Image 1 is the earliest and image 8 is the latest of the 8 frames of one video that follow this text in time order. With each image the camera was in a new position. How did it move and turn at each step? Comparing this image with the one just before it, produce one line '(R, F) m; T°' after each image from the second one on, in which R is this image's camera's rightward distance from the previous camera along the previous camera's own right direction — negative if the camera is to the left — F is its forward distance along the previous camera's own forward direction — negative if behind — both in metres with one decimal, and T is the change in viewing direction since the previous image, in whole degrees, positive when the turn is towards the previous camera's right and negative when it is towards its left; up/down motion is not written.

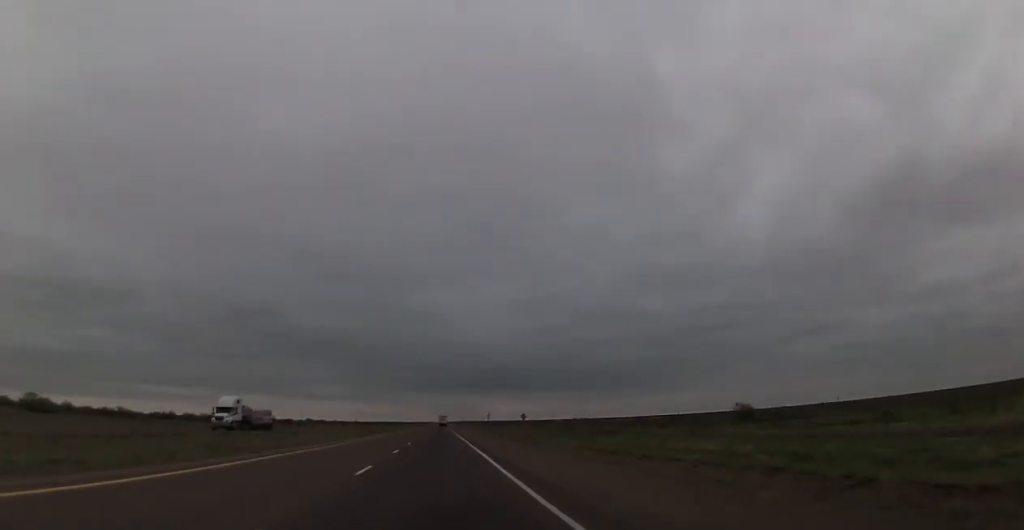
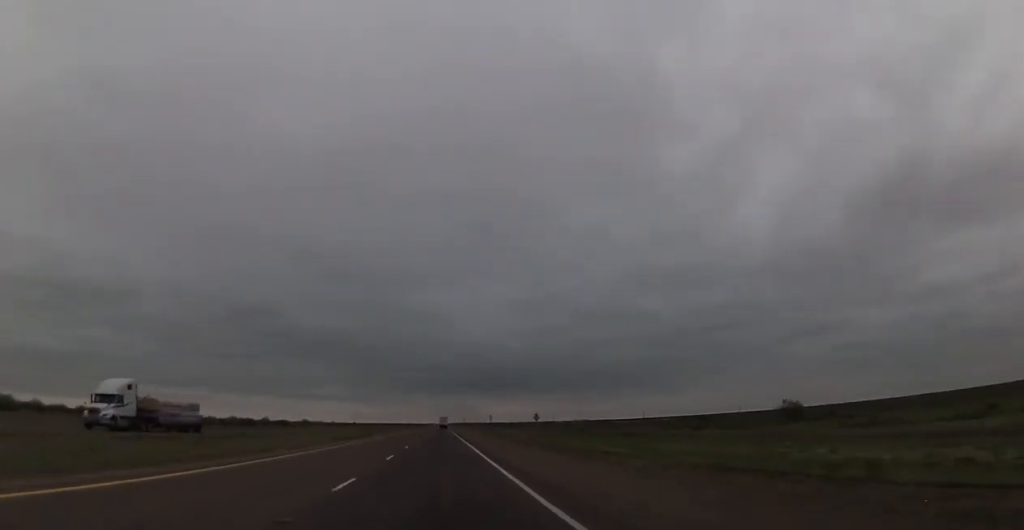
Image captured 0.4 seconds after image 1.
(0.0, +16.0) m; 0°
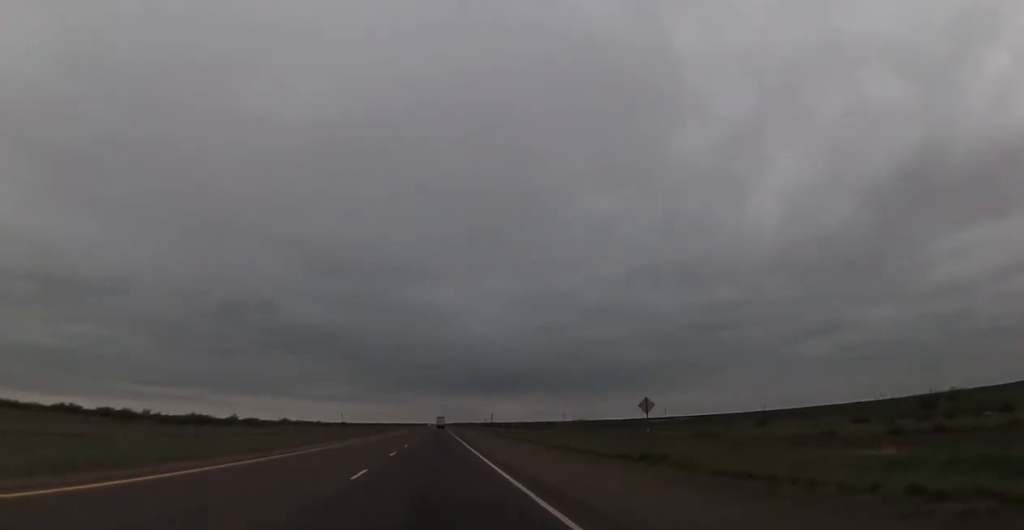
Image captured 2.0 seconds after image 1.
(0.0, +57.6) m; 0°
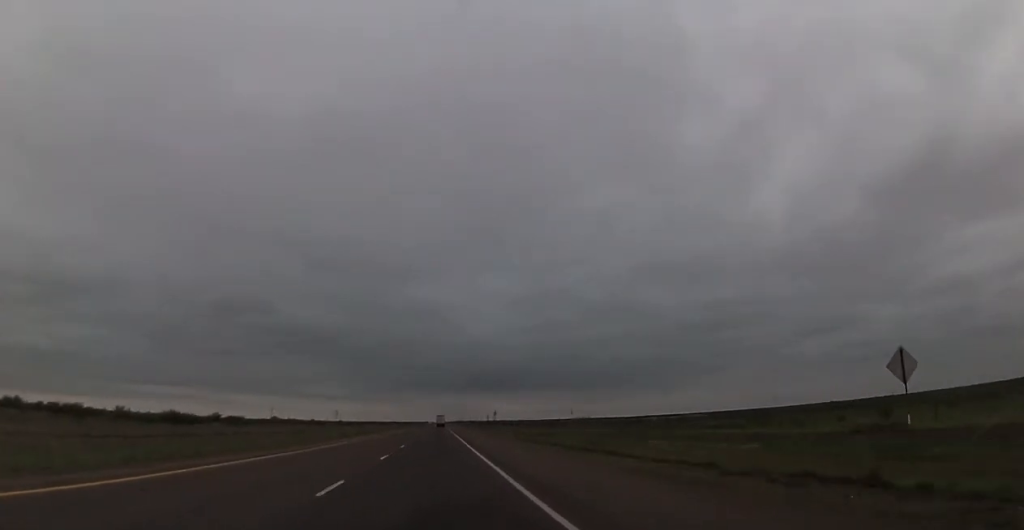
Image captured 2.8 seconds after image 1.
(0.0, +28.2) m; 0°
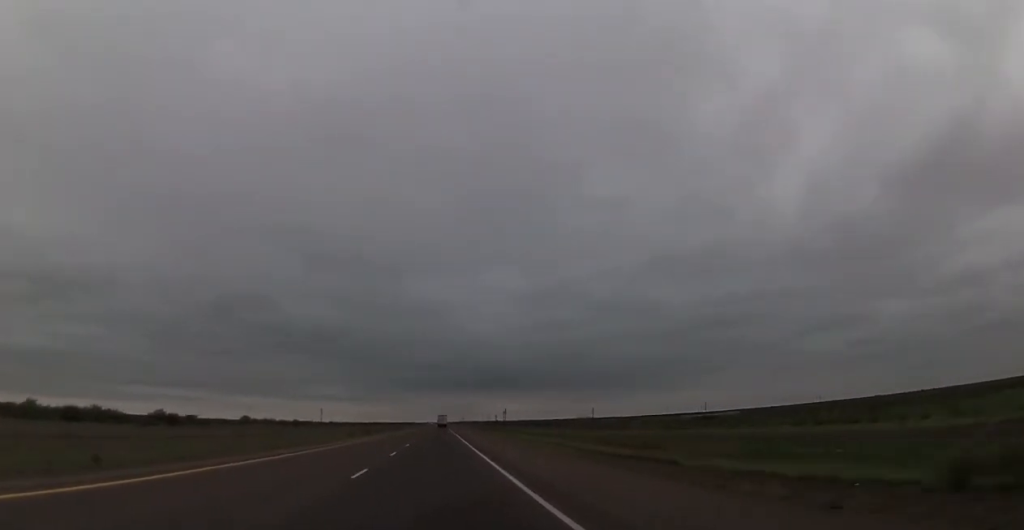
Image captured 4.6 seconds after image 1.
(+0.2, +68.6) m; 0°
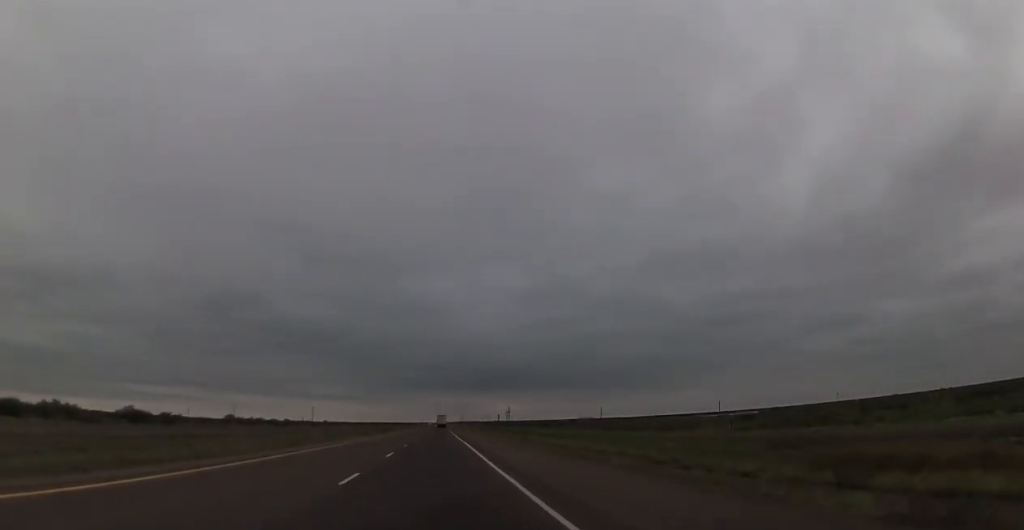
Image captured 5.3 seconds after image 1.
(-0.1, +25.7) m; 0°
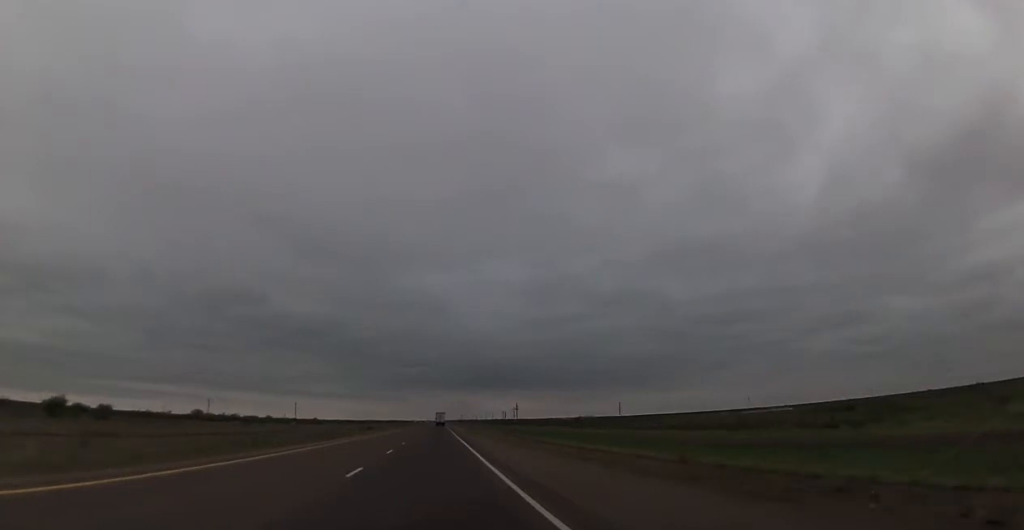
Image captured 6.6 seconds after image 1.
(+0.2, +46.5) m; 0°
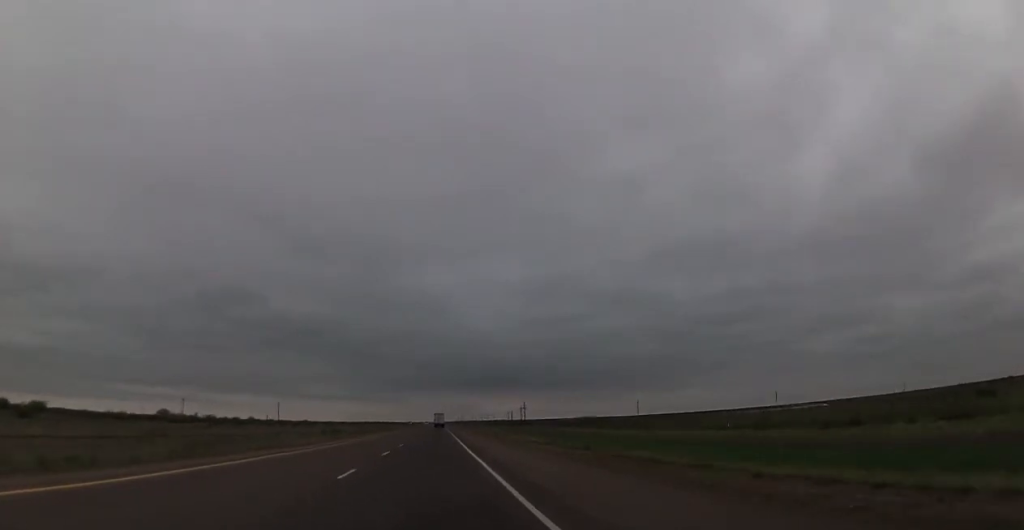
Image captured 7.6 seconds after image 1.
(0.0, +36.7) m; 0°
